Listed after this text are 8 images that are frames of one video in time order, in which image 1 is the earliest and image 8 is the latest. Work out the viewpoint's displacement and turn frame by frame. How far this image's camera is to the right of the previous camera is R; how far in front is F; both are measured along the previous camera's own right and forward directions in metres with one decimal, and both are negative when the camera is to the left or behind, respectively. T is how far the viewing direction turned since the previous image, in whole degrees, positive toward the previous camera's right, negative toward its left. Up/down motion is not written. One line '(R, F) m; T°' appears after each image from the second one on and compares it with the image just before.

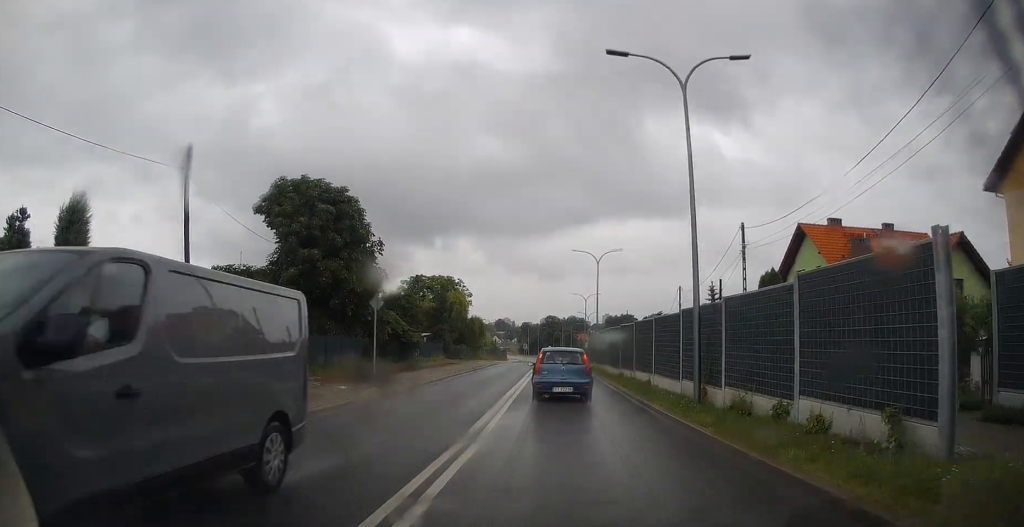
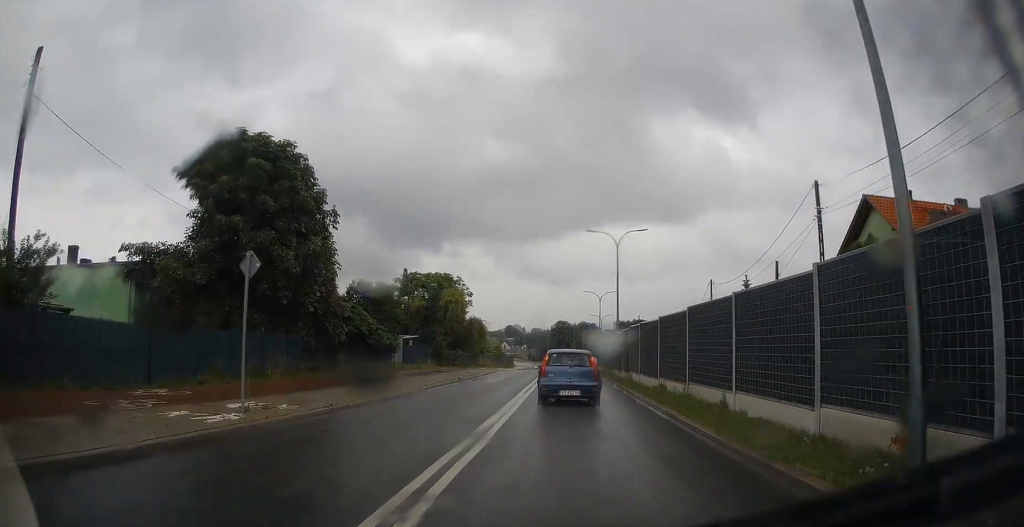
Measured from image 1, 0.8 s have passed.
(0.0, +9.0) m; 0°
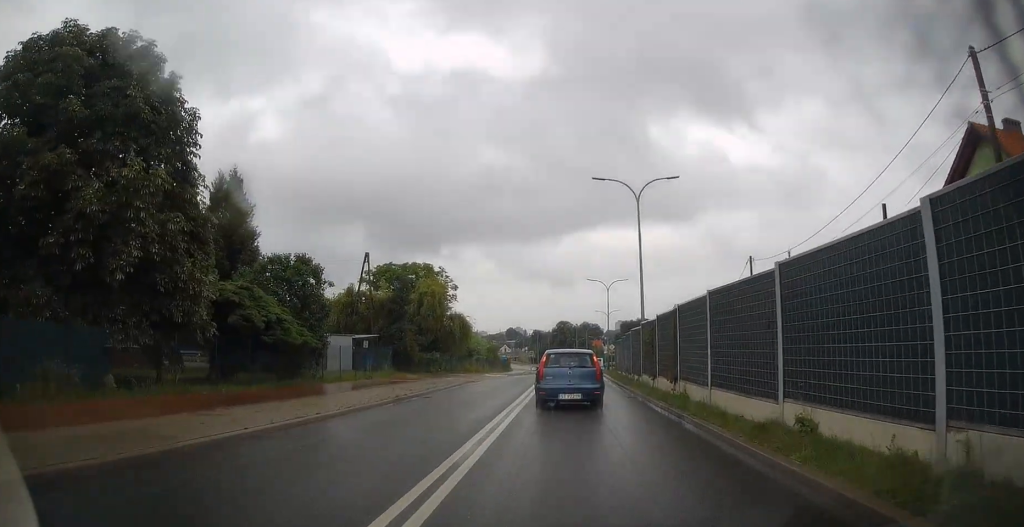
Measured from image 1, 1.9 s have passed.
(0.0, +11.2) m; 0°
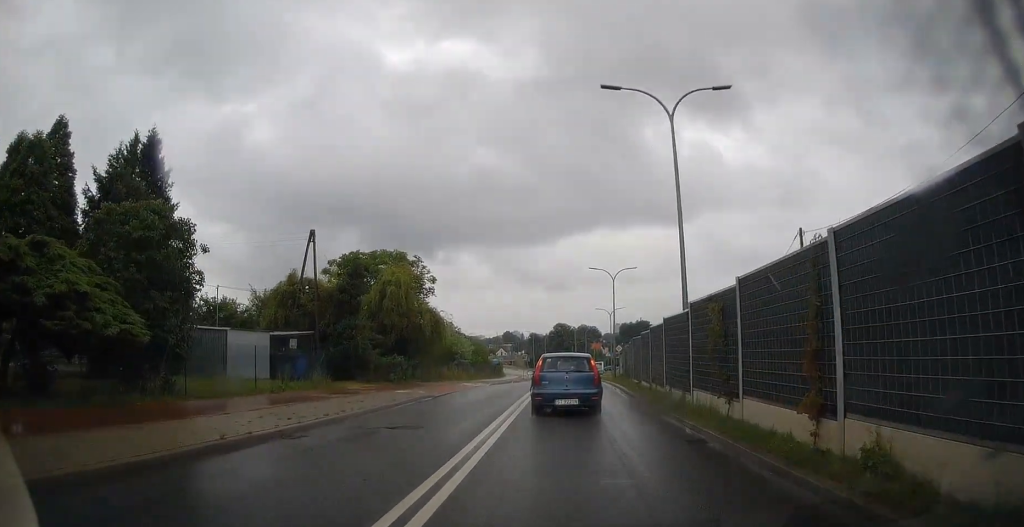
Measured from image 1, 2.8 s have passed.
(0.0, +10.0) m; 0°
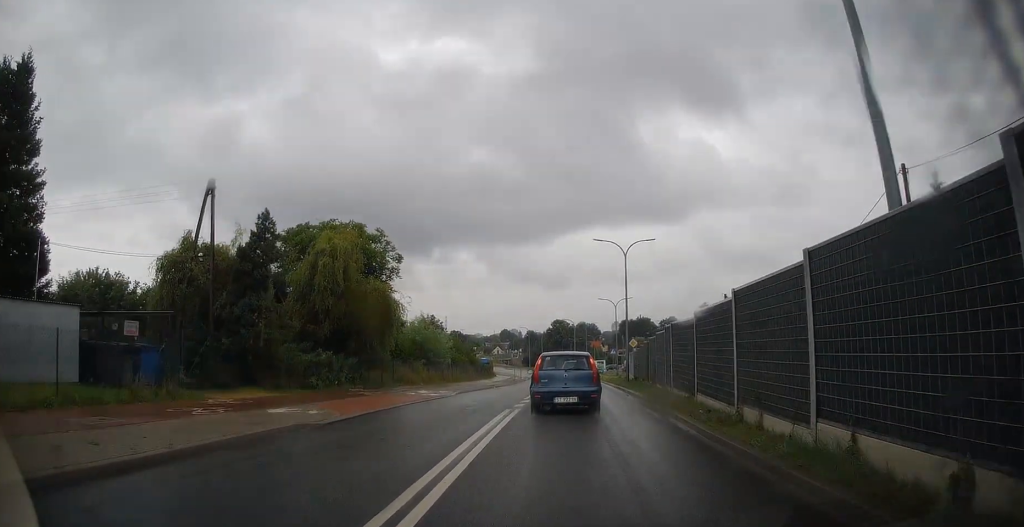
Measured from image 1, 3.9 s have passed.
(+0.1, +11.5) m; 0°
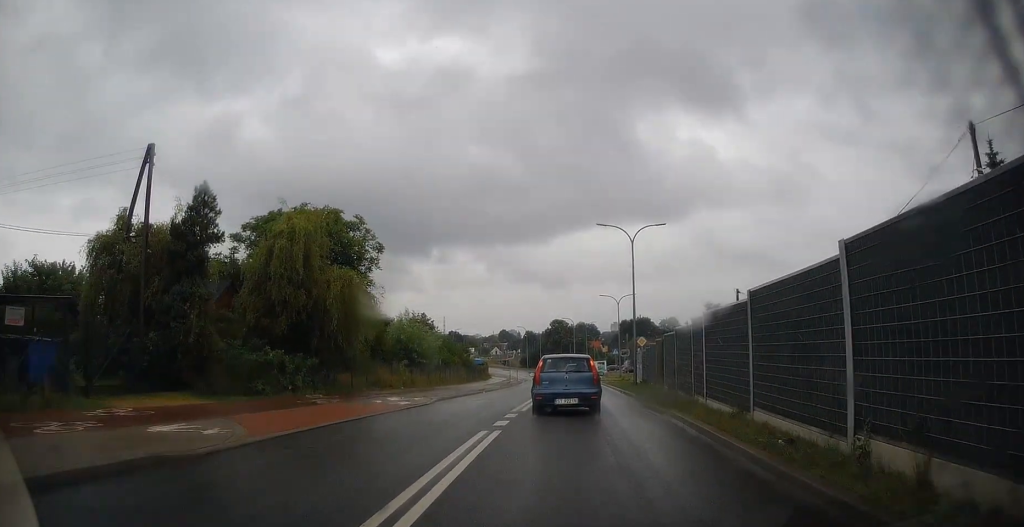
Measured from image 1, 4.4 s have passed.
(0.0, +4.8) m; 0°
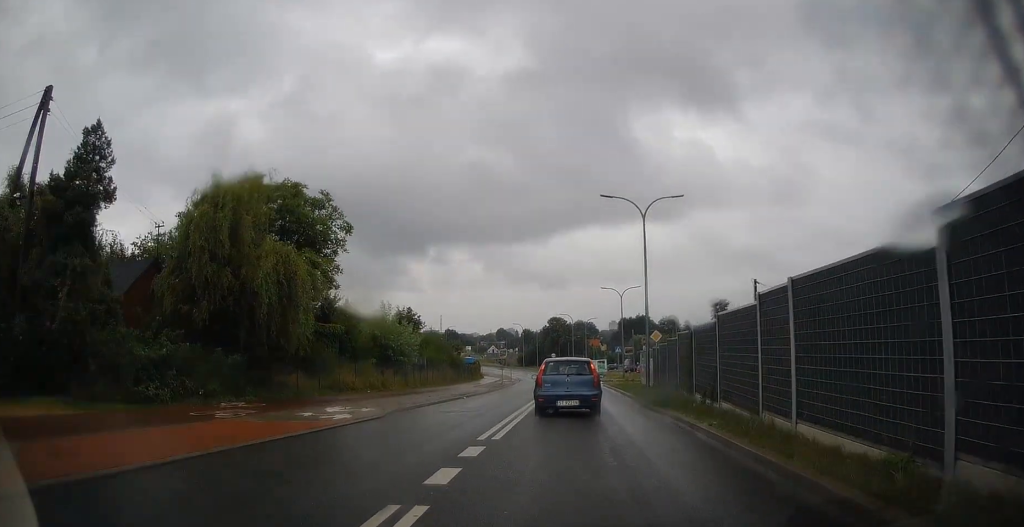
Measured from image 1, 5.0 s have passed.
(-0.1, +6.1) m; 0°
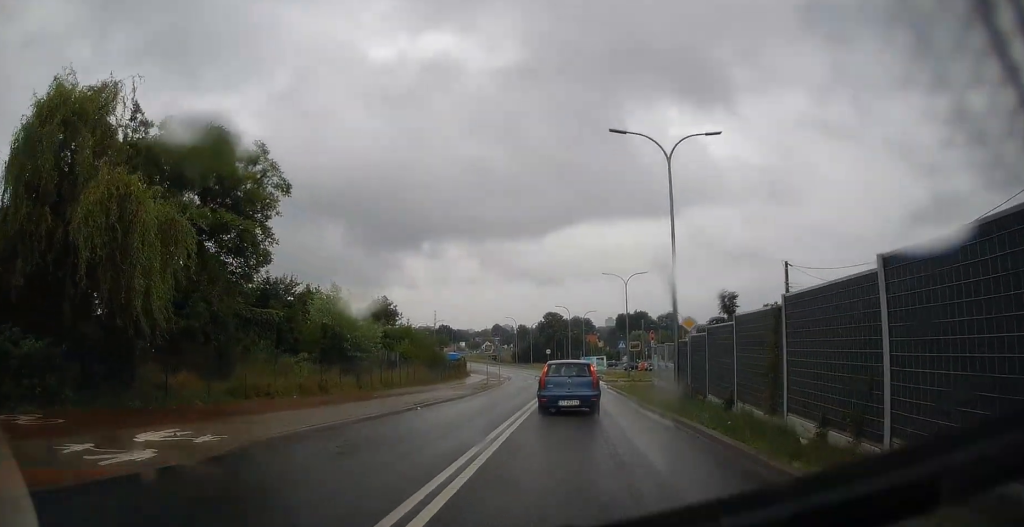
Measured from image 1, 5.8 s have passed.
(+0.1, +8.5) m; +1°
